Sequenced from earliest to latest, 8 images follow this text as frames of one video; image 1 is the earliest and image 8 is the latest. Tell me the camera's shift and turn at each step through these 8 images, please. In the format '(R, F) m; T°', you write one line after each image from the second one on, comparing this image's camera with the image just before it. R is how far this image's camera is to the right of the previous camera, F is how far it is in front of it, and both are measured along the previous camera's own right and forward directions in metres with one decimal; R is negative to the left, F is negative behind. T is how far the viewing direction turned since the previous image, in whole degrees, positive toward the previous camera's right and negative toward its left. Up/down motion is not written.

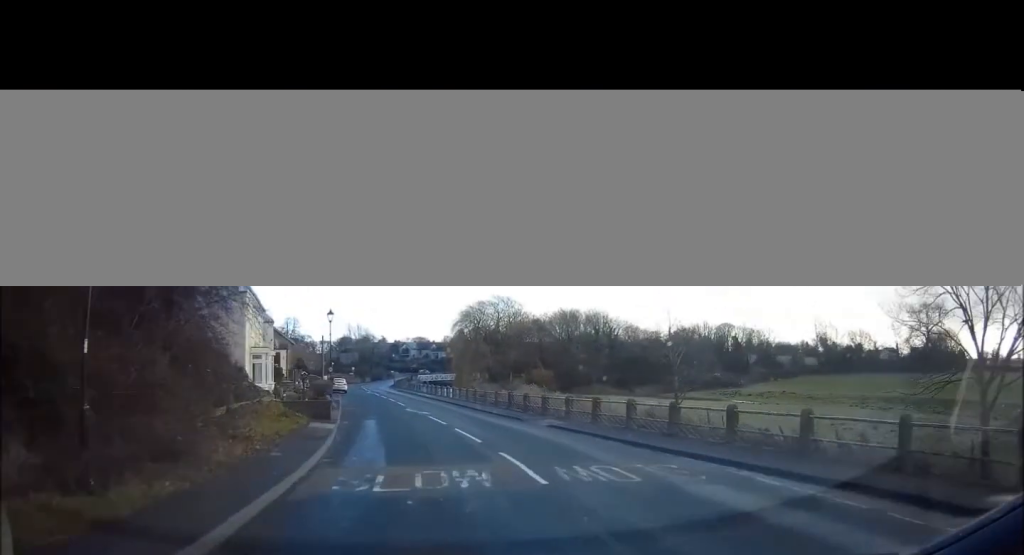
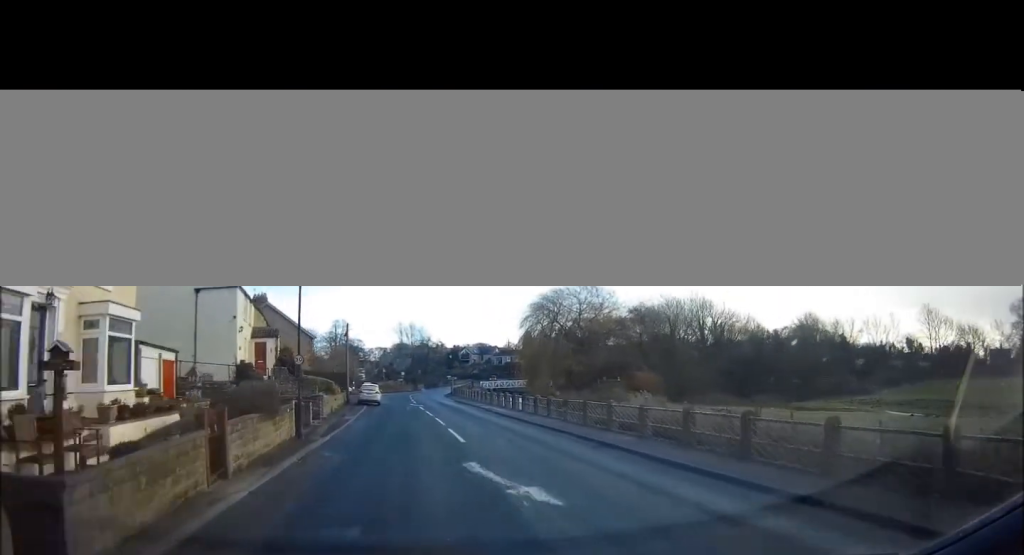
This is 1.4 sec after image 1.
(-0.7, +18.3) m; -5°
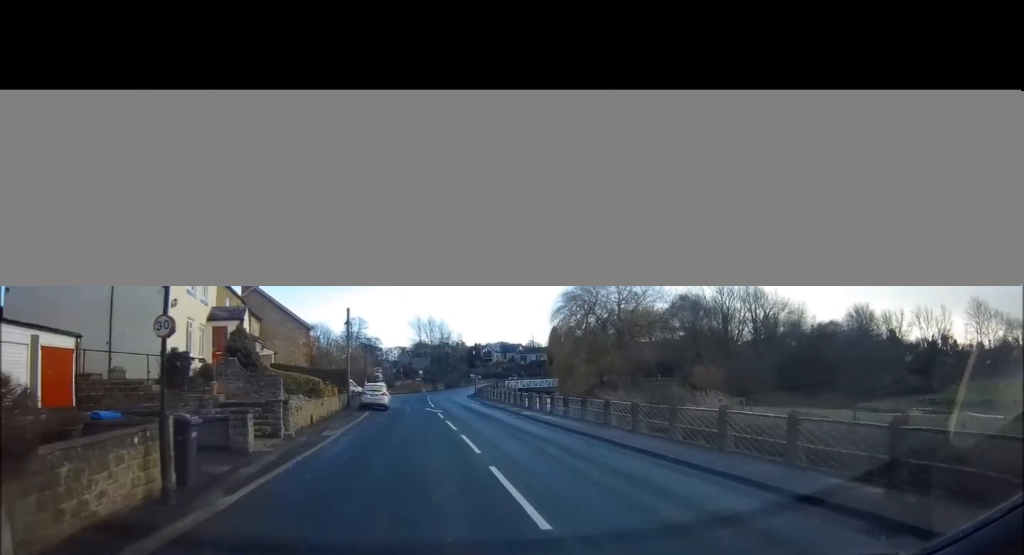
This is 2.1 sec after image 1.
(-0.1, +8.7) m; -3°
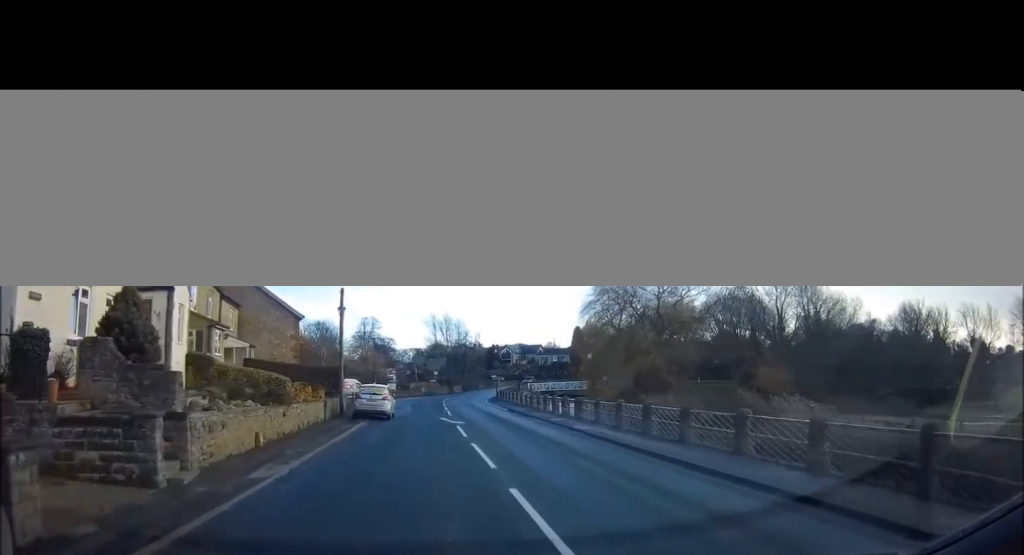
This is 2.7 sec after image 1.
(-0.5, +8.2) m; -1°
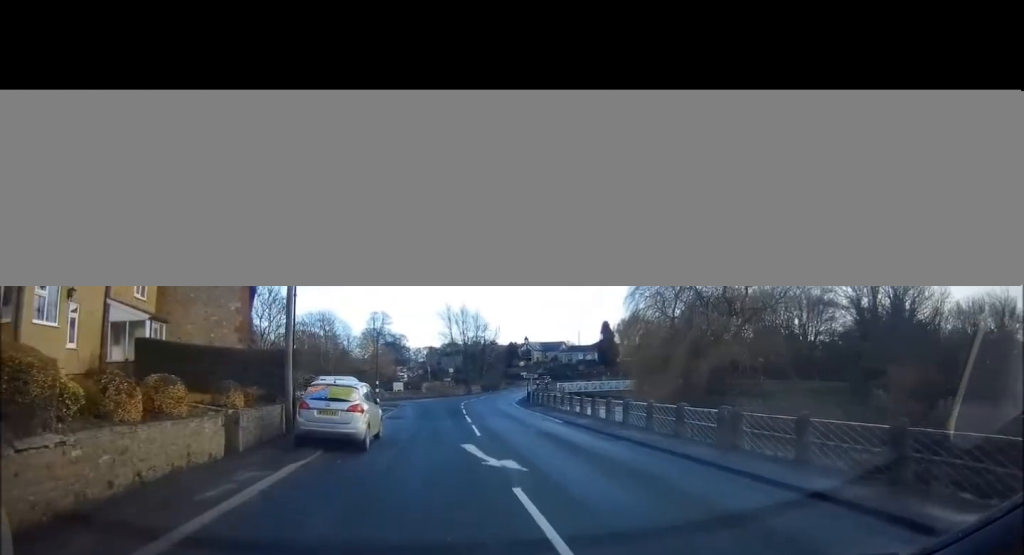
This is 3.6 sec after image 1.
(+0.1, +11.5) m; -2°
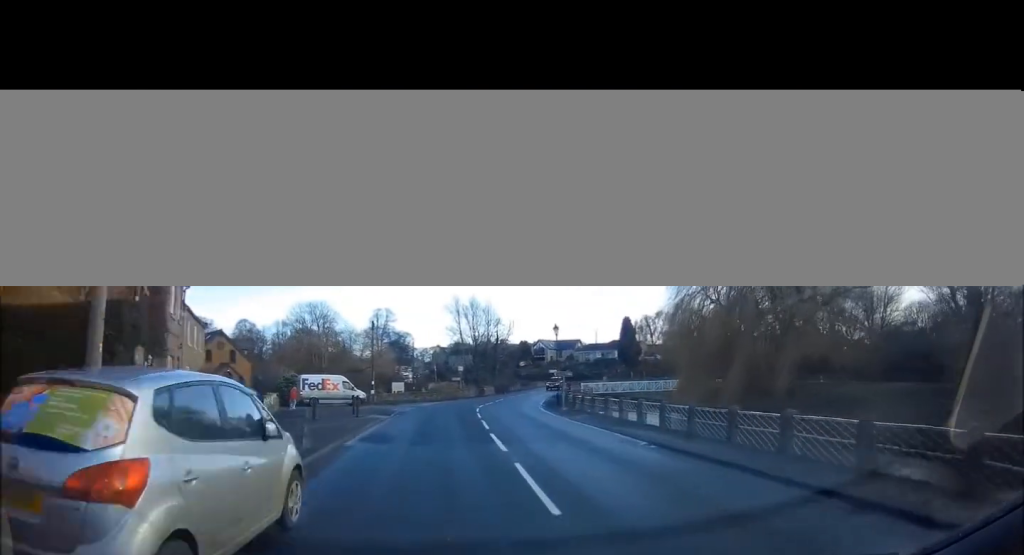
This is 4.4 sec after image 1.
(-0.3, +9.7) m; -1°
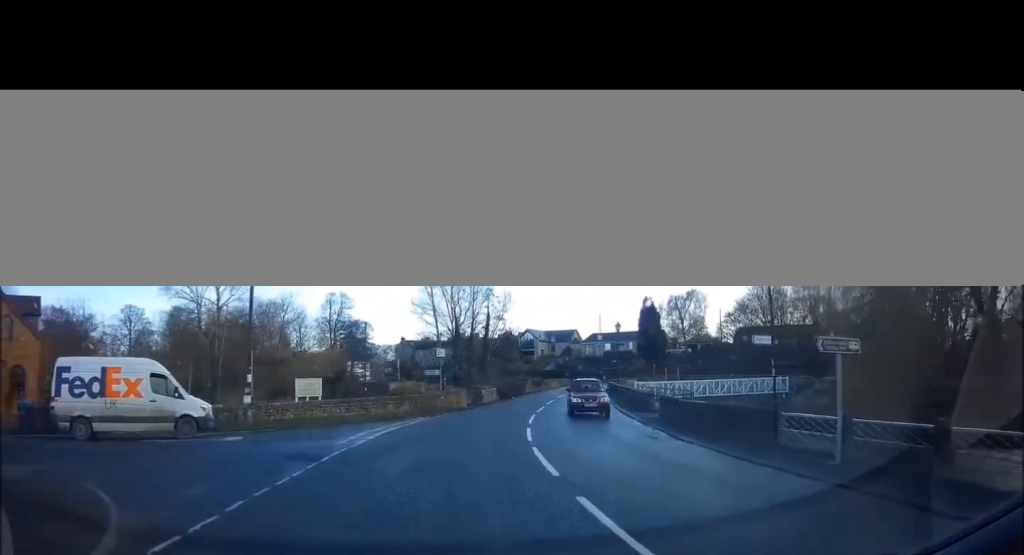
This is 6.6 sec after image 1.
(+0.2, +27.8) m; +4°
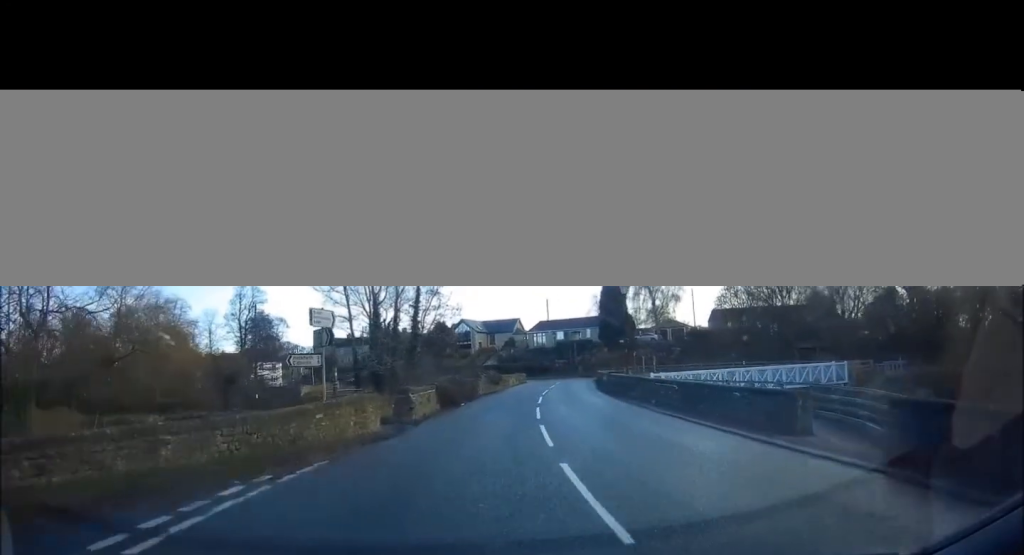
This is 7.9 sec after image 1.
(+0.7, +15.6) m; +7°
